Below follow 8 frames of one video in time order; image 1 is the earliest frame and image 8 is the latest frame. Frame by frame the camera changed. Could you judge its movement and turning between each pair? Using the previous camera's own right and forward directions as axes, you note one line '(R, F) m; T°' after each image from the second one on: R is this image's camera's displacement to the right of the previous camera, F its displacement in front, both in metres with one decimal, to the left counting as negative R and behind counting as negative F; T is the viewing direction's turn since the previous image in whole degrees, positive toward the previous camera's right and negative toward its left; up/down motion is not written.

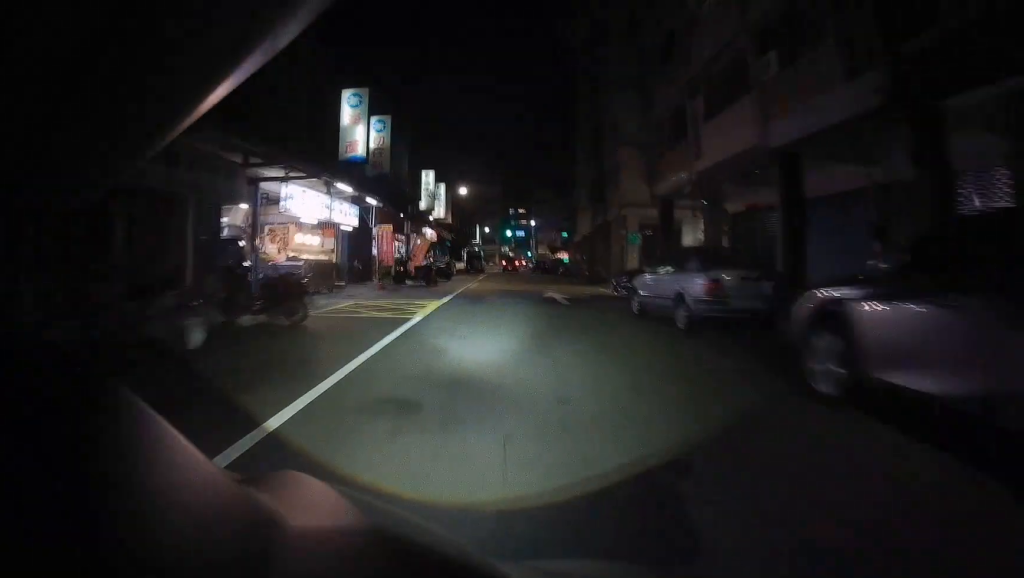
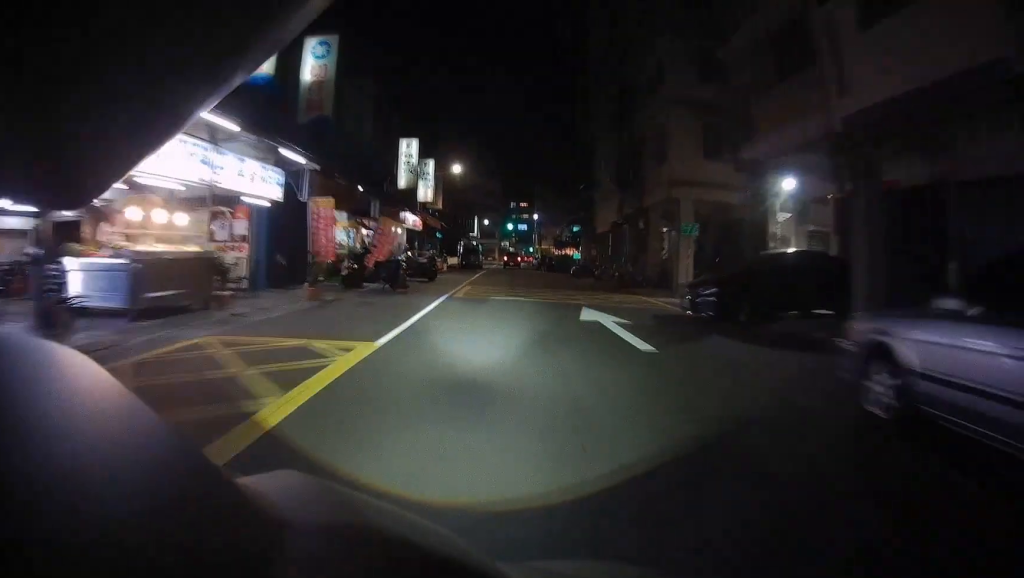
(+0.5, +7.9) m; +1°
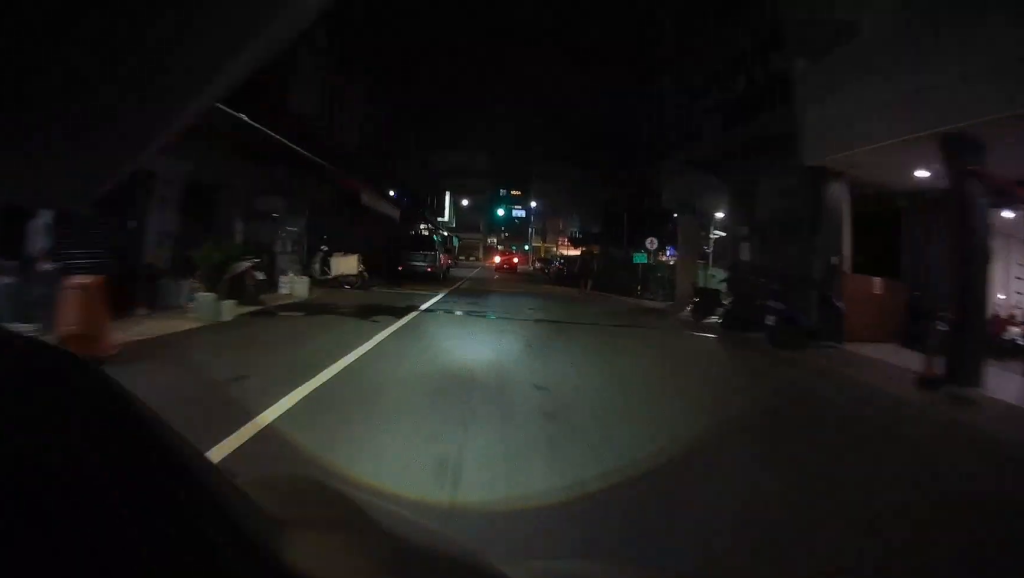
(-0.3, +23.8) m; +1°
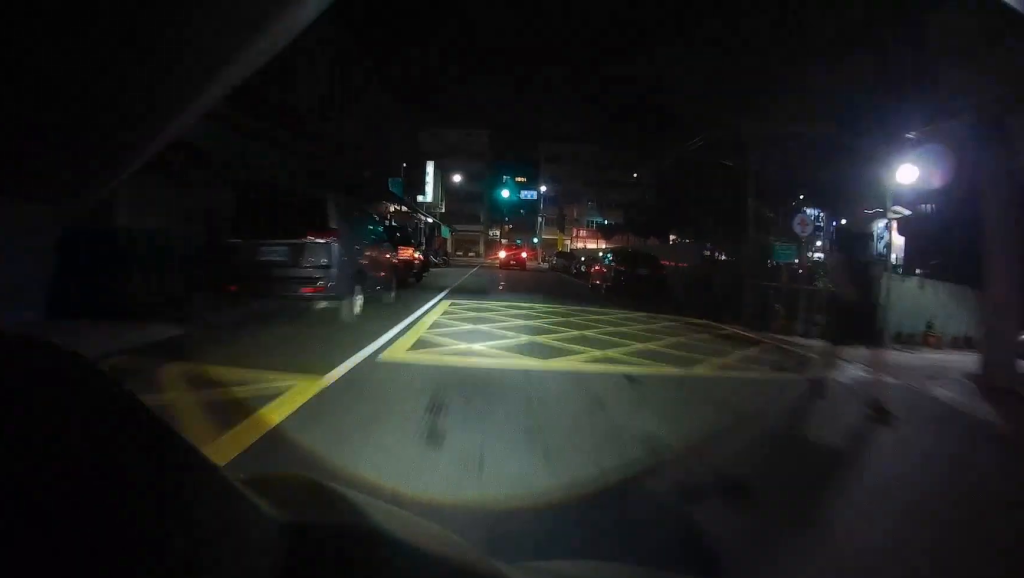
(+0.4, +11.1) m; +2°
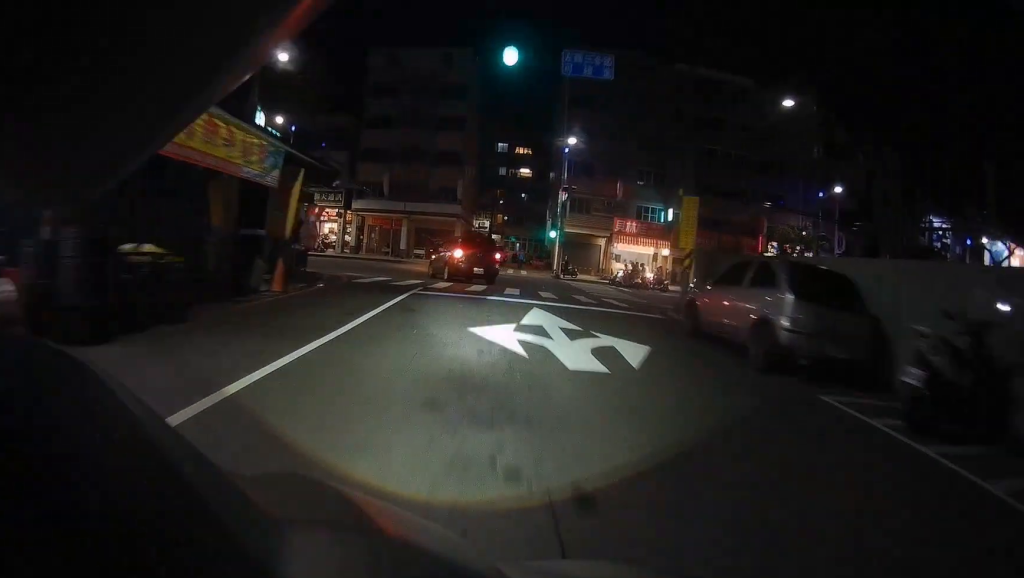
(-0.4, +26.8) m; -5°
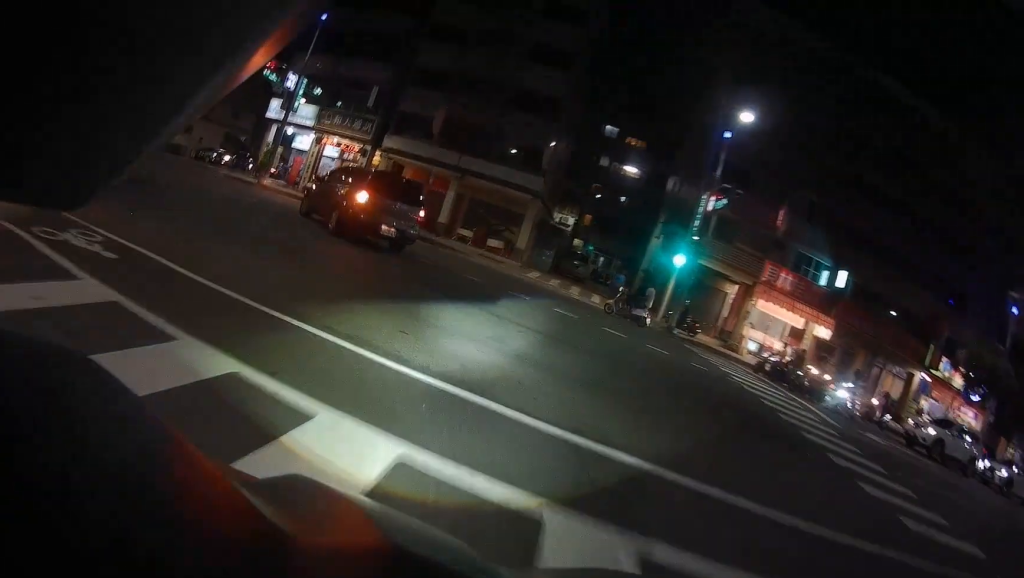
(-1.9, +13.2) m; -15°
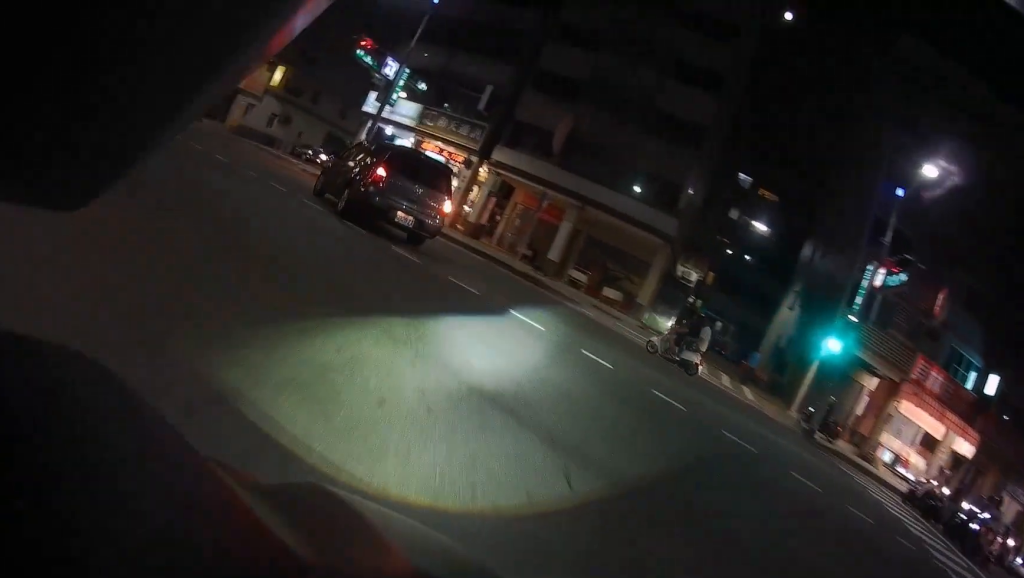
(-0.3, +4.4) m; -3°
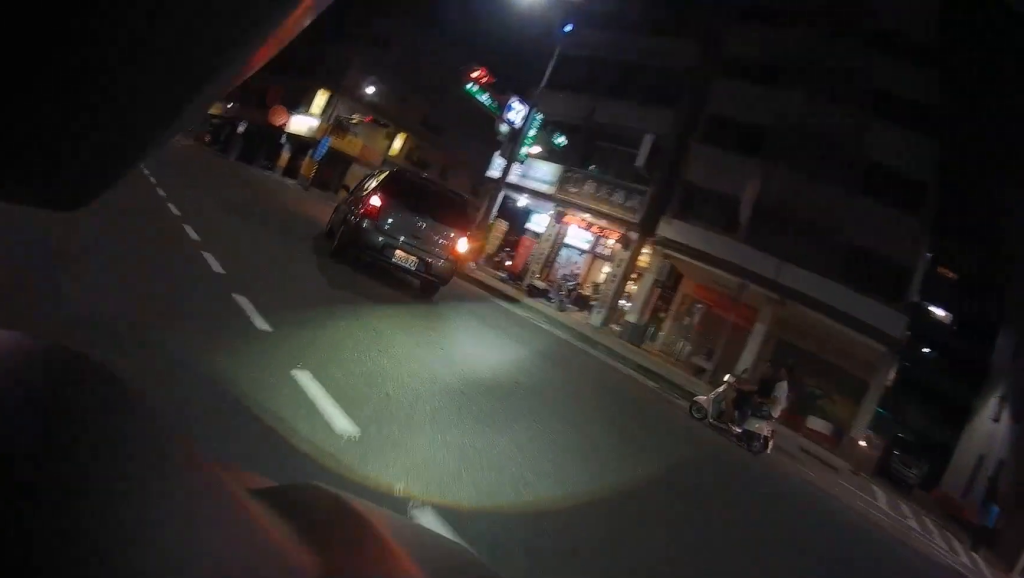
(+0.6, +5.9) m; +2°
